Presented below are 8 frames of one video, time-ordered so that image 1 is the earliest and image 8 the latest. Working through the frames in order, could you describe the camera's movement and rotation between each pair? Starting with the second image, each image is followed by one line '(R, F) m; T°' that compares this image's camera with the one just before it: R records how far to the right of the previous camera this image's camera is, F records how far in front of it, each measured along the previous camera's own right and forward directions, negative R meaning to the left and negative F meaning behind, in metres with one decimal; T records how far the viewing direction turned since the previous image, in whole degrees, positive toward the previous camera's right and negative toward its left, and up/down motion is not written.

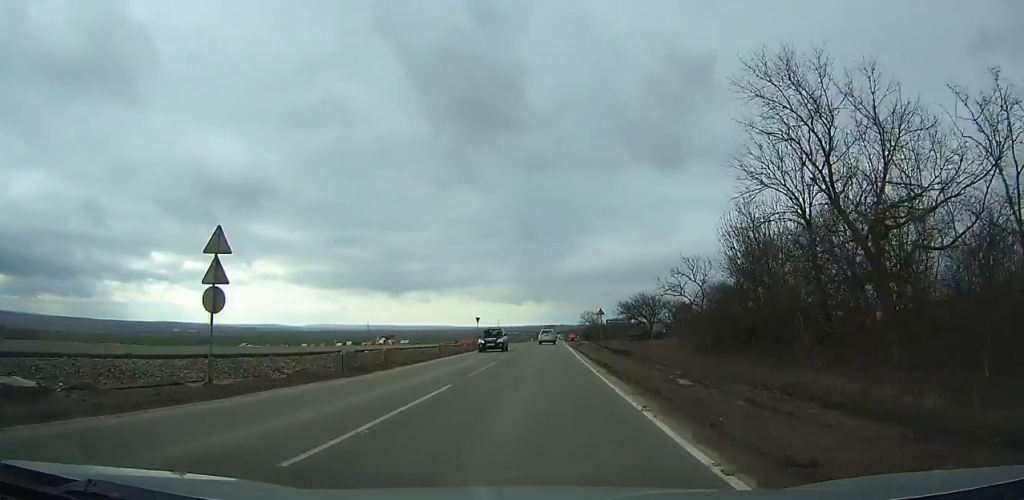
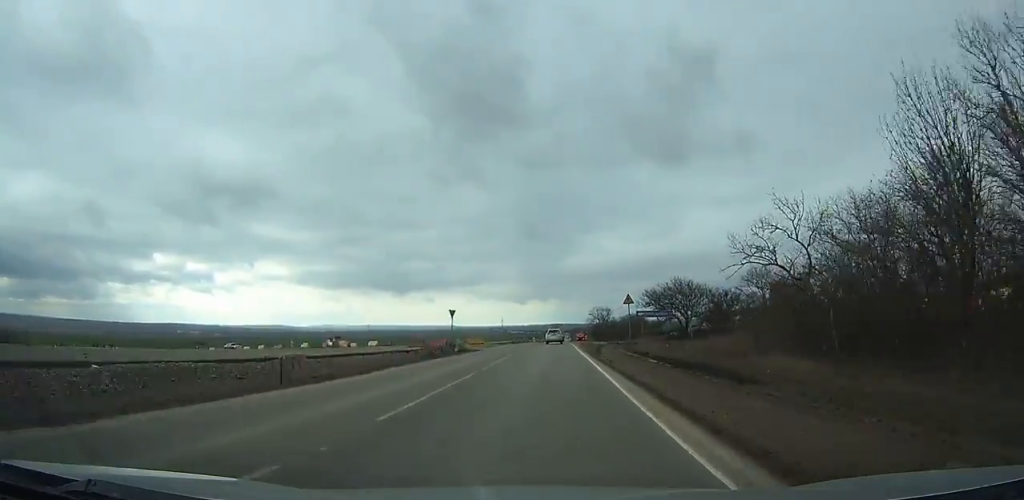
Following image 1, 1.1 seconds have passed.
(-0.1, +21.0) m; 0°
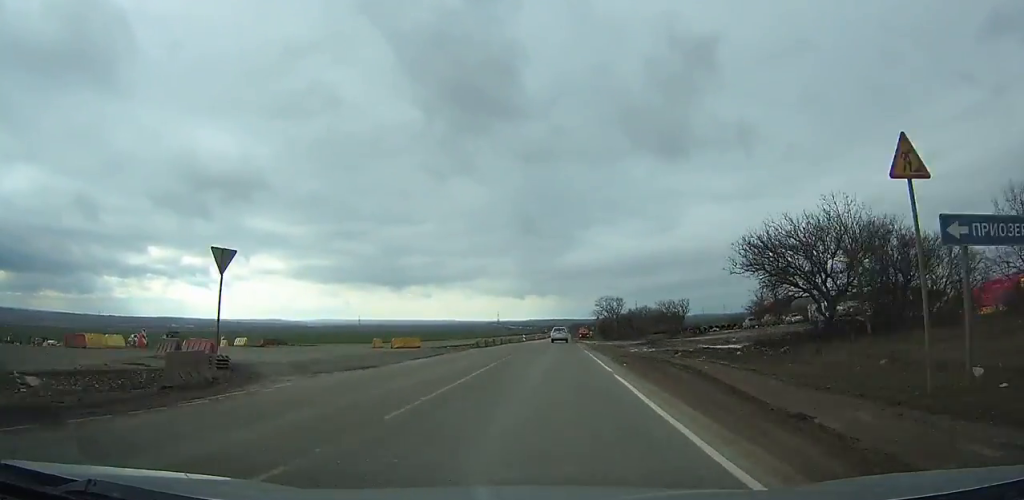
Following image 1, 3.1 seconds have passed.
(-0.1, +35.8) m; 0°
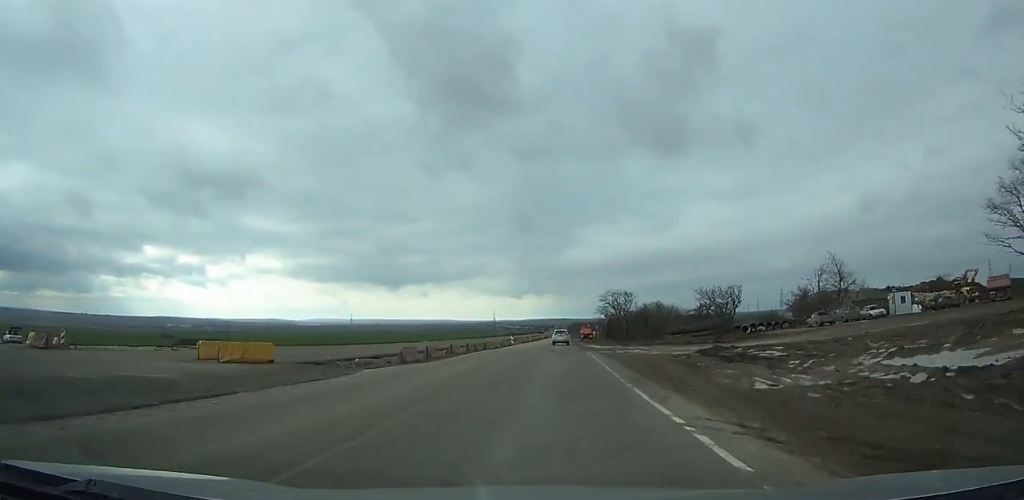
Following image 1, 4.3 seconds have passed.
(0.0, +22.1) m; 0°
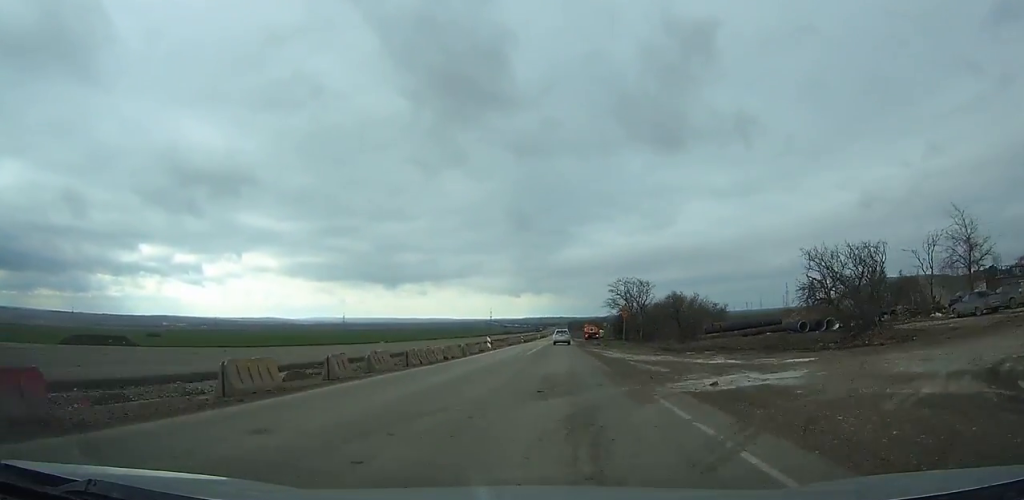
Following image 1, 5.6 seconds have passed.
(+0.1, +24.4) m; 0°
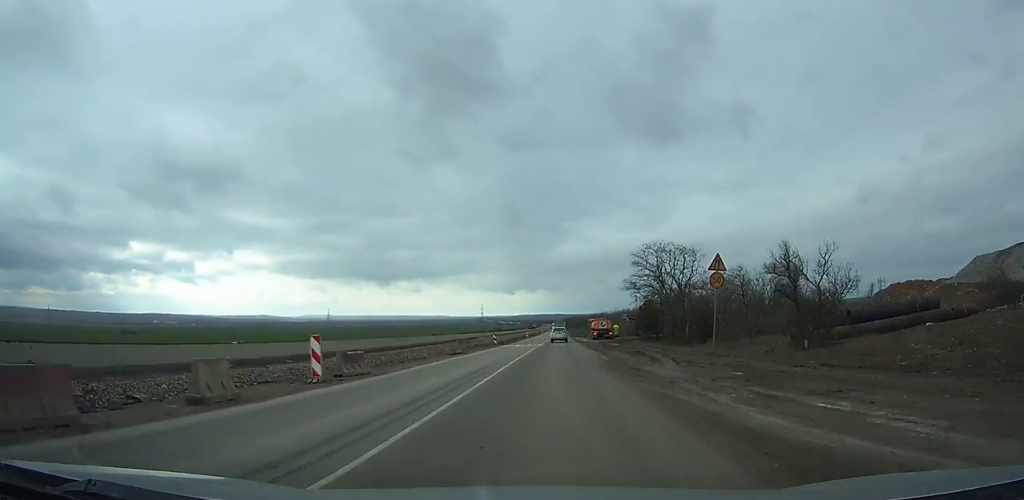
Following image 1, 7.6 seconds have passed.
(0.0, +36.7) m; 0°
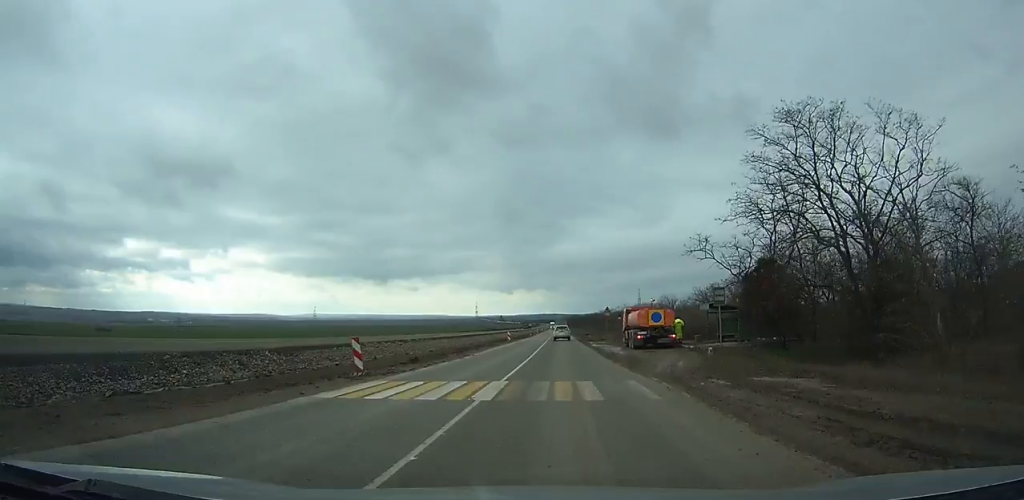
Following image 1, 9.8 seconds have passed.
(+0.1, +40.9) m; 0°
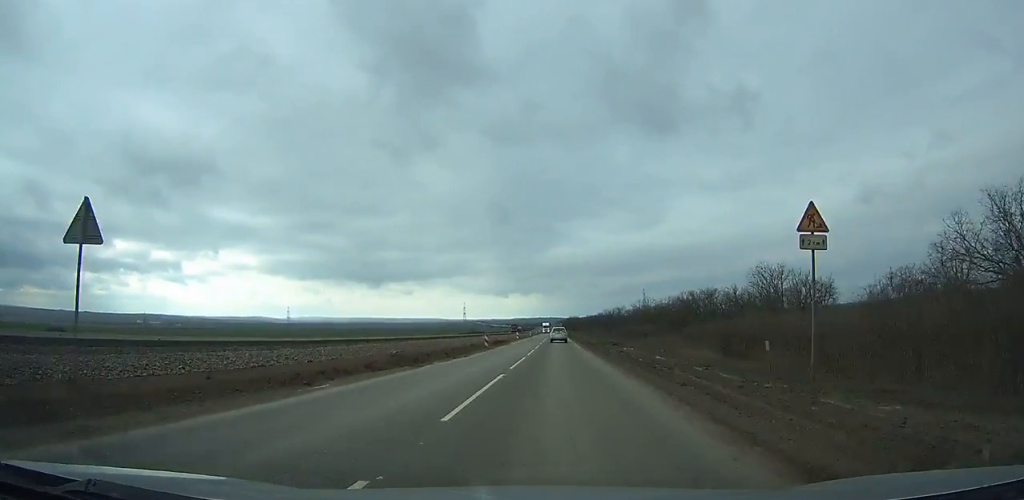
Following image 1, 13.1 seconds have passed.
(+0.4, +63.7) m; 0°
